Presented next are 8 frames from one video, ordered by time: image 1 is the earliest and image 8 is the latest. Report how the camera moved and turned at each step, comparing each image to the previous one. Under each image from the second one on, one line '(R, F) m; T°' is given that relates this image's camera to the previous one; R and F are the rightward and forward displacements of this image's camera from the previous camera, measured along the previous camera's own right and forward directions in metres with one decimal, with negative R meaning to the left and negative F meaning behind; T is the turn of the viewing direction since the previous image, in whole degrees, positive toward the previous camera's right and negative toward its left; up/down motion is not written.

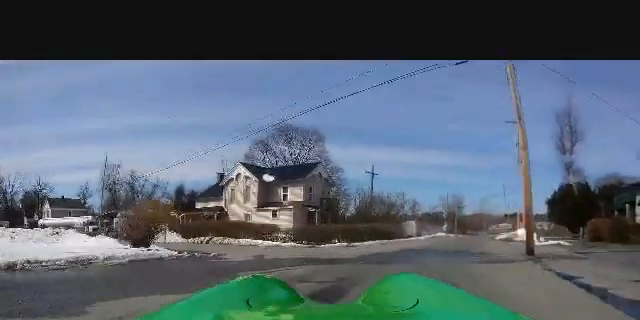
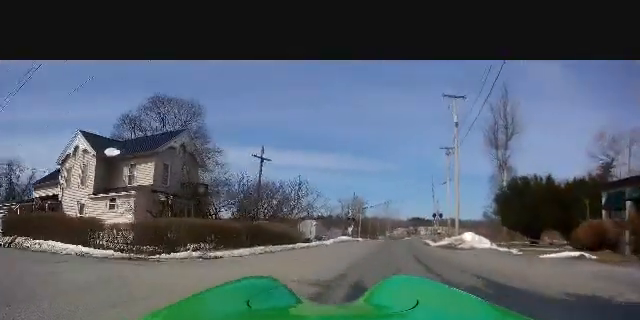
(+2.3, +11.1) m; +23°
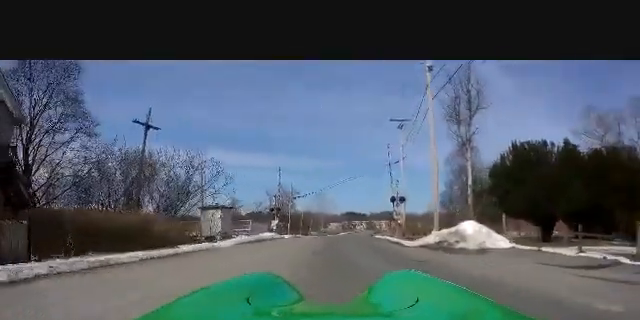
(+1.9, +12.6) m; +14°
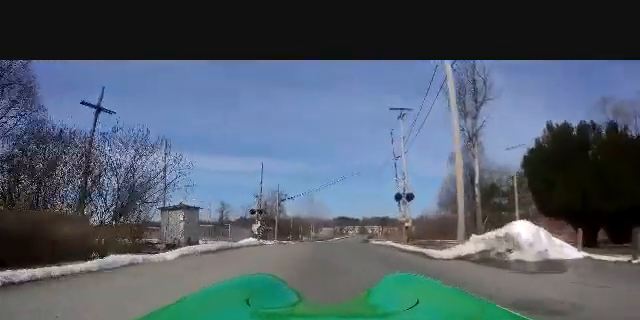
(+0.3, +5.9) m; +4°
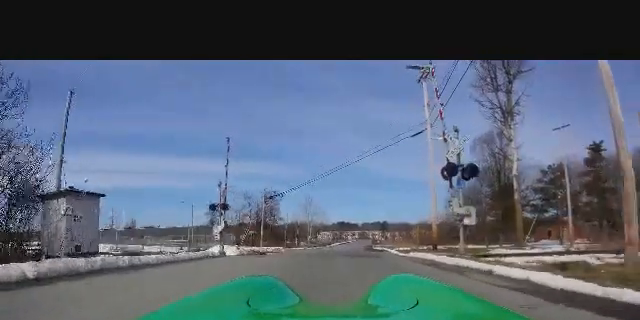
(+0.7, +11.0) m; +7°
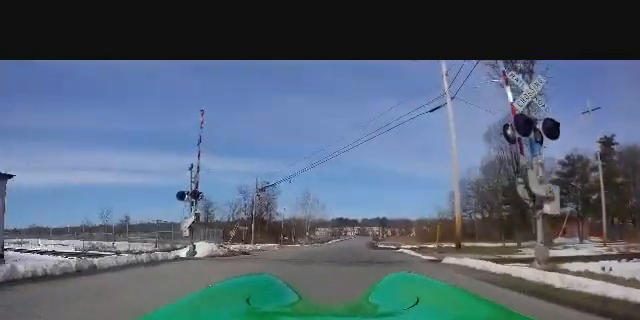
(+0.1, +5.2) m; +3°
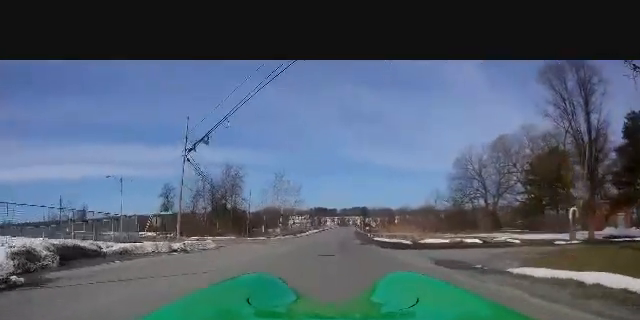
(+0.6, +17.5) m; -1°
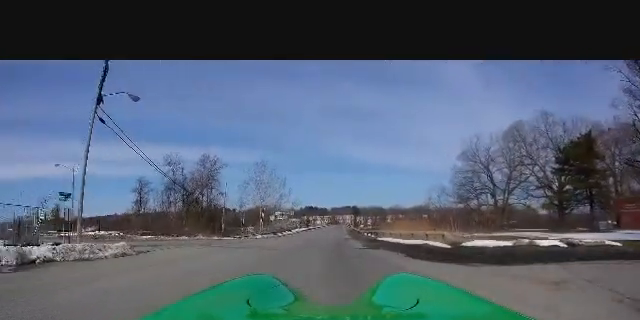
(-0.5, +10.9) m; 0°
